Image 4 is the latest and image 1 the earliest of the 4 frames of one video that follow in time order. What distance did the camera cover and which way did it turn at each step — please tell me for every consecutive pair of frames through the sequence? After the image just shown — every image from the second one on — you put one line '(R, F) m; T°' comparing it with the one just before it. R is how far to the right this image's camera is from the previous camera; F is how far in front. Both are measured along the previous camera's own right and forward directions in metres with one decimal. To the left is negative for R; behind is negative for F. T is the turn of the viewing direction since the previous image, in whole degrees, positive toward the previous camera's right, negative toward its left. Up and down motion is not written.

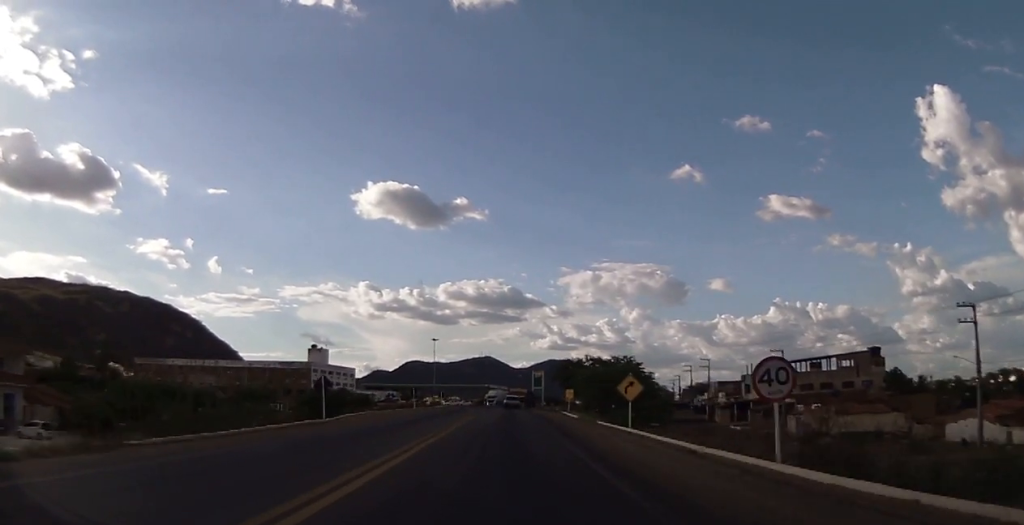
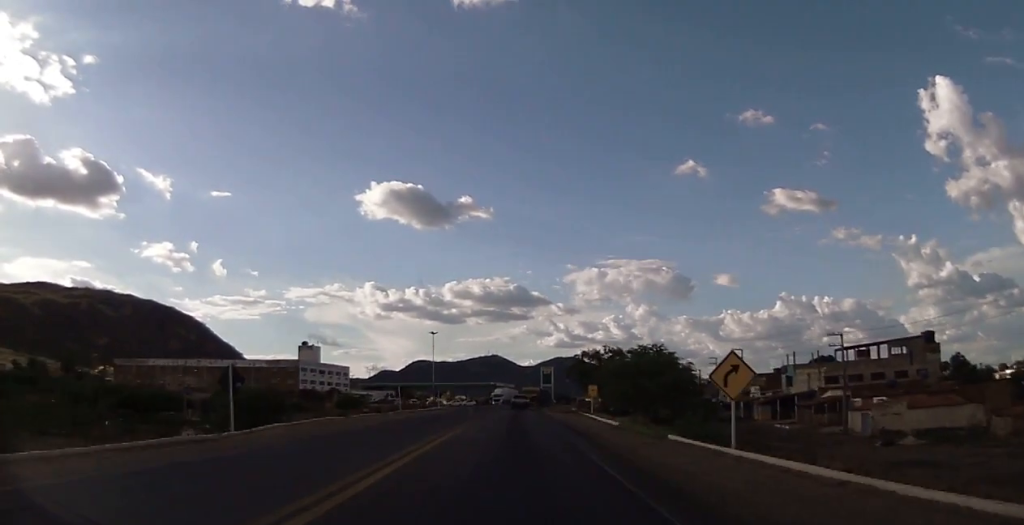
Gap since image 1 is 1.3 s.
(-0.3, +15.0) m; 0°
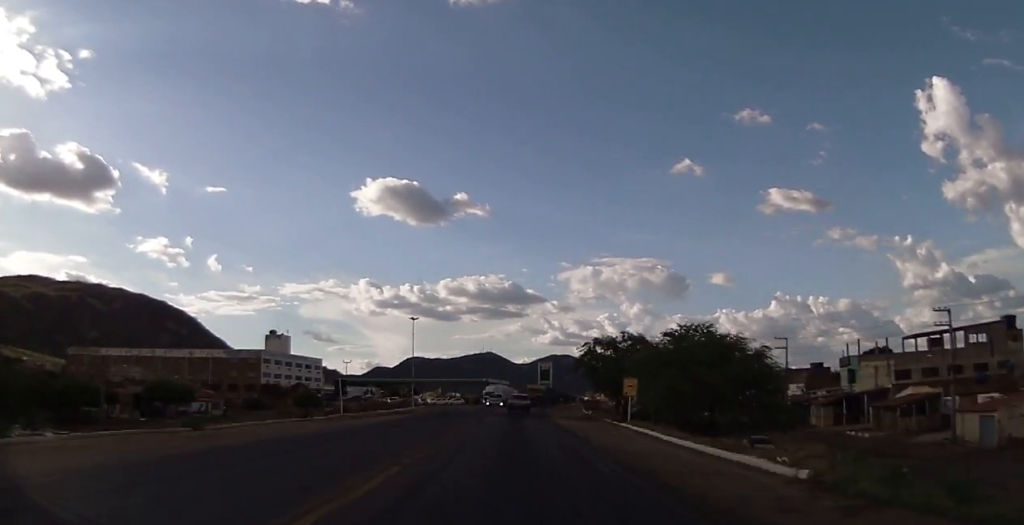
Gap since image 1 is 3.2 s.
(0.0, +21.1) m; 0°
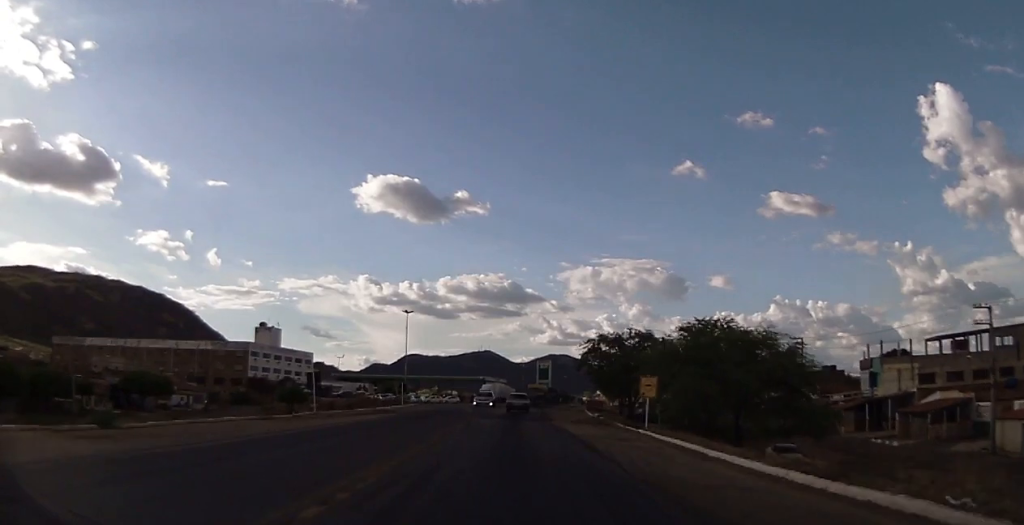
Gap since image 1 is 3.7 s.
(+0.1, +5.6) m; +1°
